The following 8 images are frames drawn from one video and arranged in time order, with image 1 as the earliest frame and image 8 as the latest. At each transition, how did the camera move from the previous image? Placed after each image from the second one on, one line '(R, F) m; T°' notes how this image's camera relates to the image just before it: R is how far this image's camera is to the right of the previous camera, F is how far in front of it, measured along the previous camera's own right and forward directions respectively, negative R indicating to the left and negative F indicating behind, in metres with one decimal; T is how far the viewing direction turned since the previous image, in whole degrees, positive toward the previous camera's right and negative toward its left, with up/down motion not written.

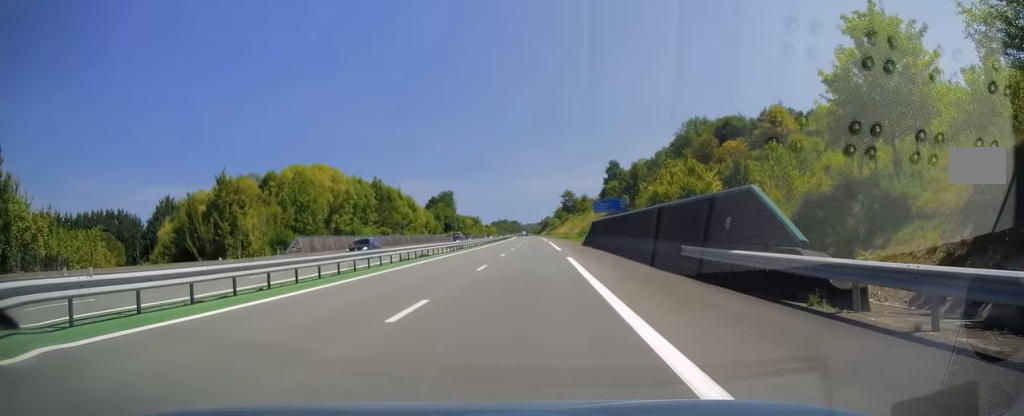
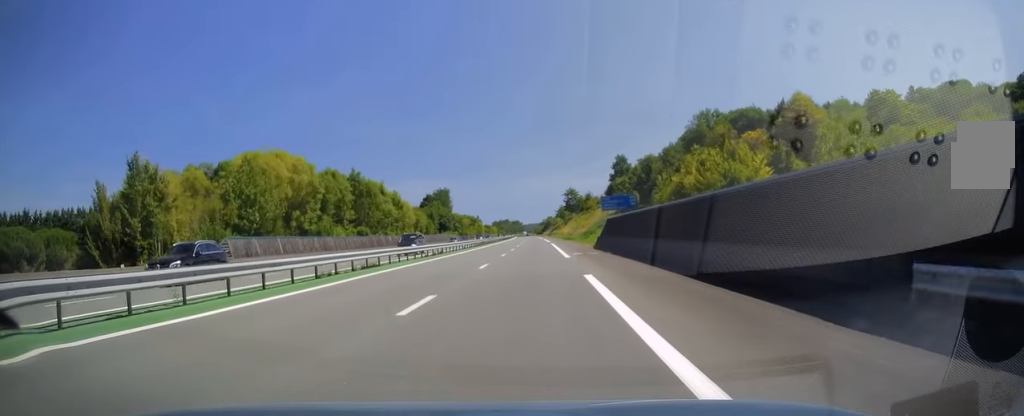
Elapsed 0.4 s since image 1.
(+0.2, +12.3) m; 0°
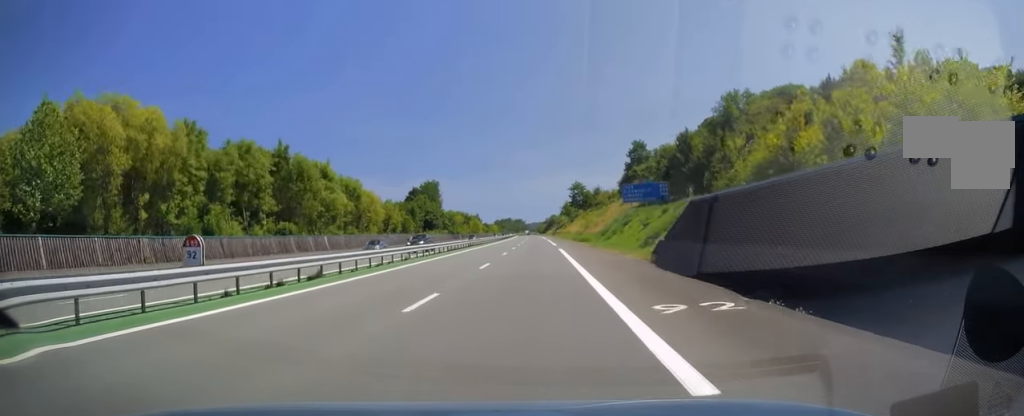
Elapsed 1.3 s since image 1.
(-0.4, +25.6) m; -1°
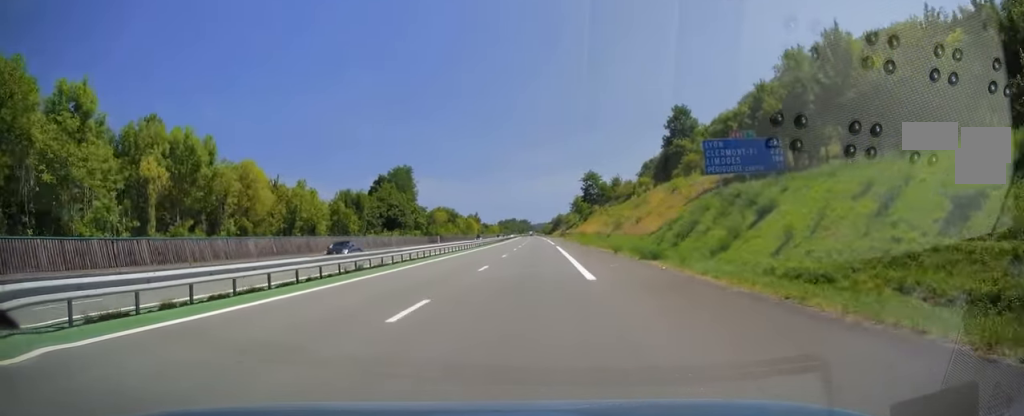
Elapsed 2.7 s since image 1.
(-0.4, +40.4) m; 0°
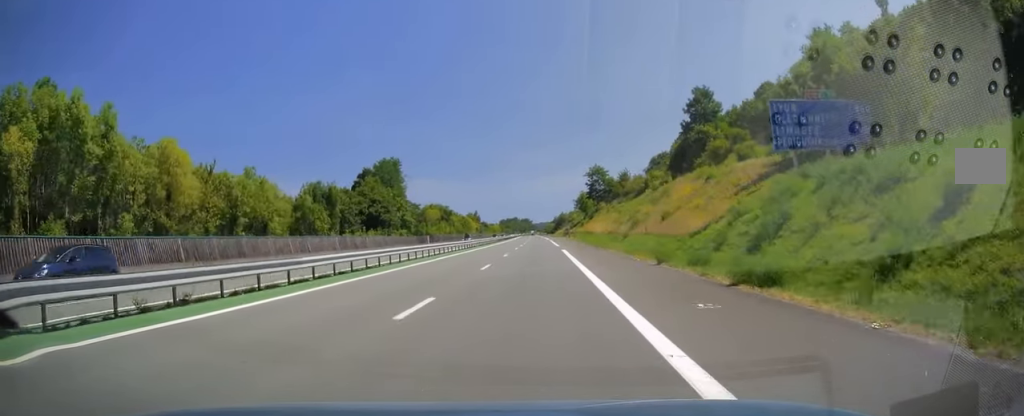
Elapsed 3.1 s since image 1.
(+0.1, +12.8) m; 0°
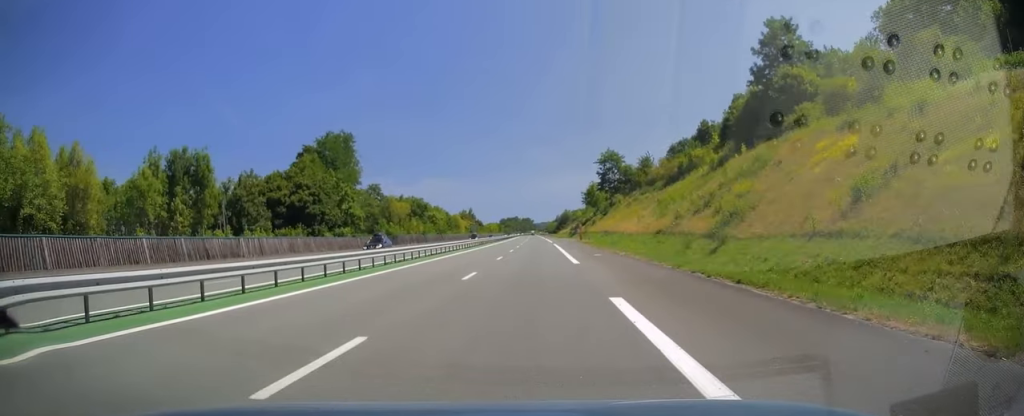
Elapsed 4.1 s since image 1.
(+0.1, +31.1) m; 0°
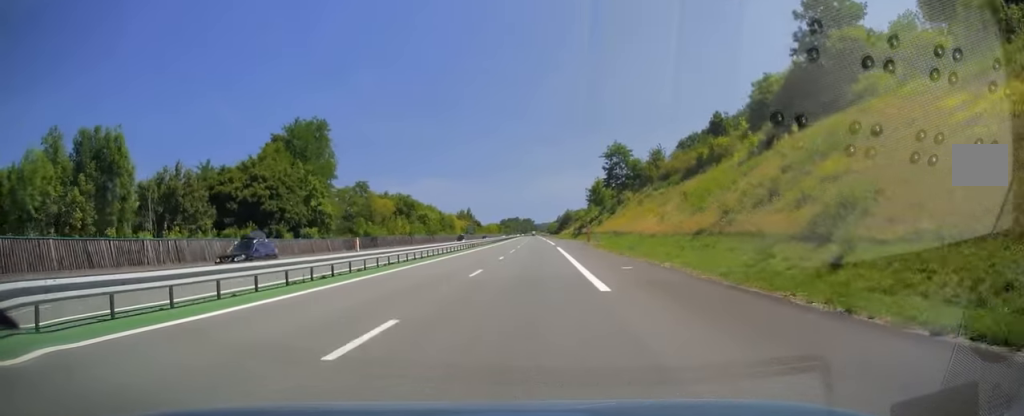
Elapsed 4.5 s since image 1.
(0.0, +11.3) m; 0°
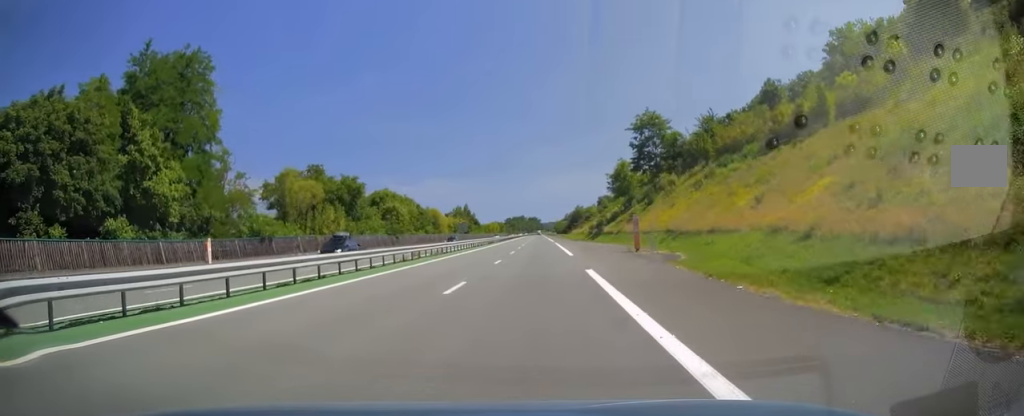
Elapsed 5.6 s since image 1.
(-0.4, +31.9) m; -1°
